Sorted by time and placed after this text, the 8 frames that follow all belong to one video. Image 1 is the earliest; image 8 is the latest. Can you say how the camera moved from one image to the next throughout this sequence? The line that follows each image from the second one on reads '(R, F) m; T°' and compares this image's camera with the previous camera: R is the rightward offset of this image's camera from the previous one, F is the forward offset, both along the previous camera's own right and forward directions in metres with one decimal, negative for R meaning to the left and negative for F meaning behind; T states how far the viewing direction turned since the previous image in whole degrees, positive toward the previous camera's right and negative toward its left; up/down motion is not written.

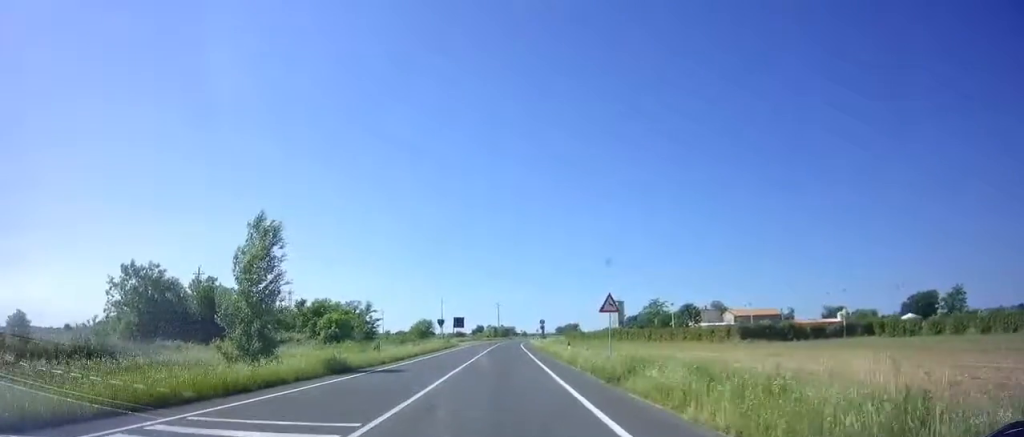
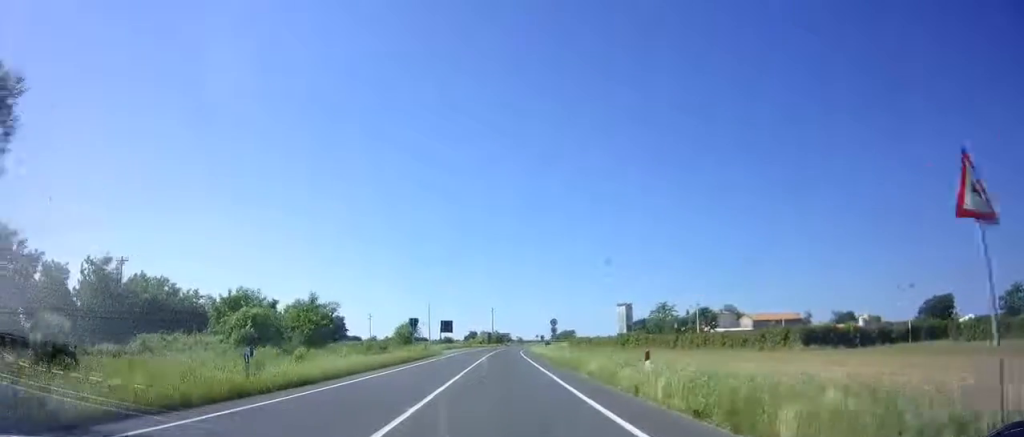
(0.0, +16.7) m; +1°
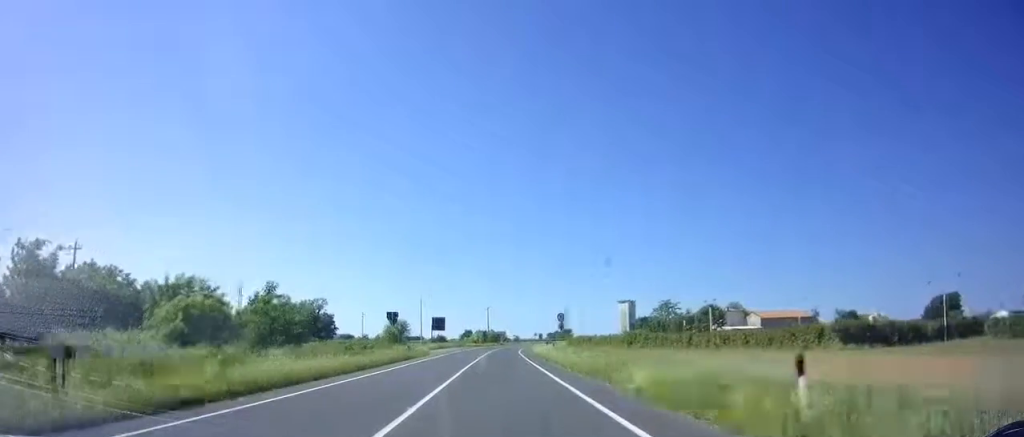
(0.0, +7.3) m; 0°
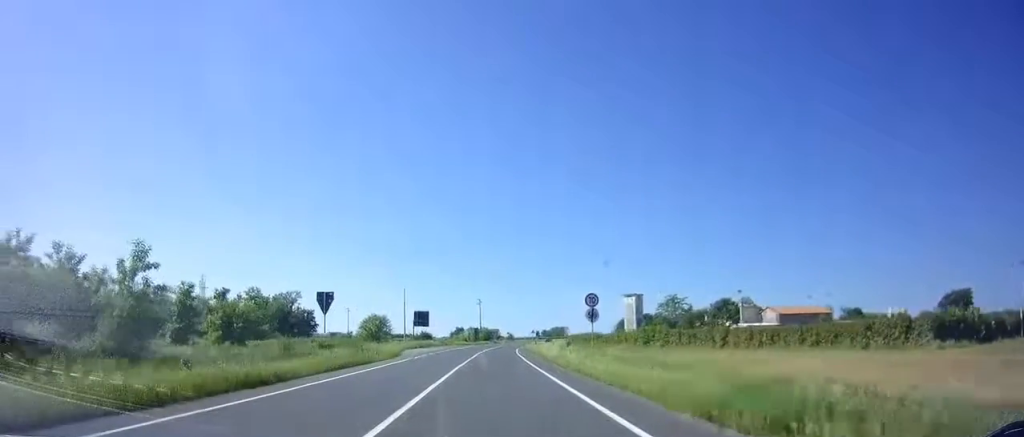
(+0.2, +12.9) m; +1°
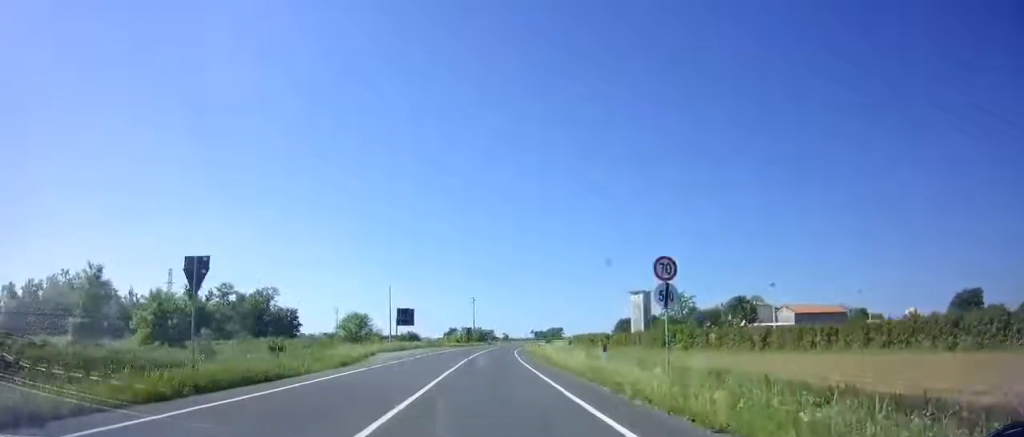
(0.0, +10.3) m; 0°
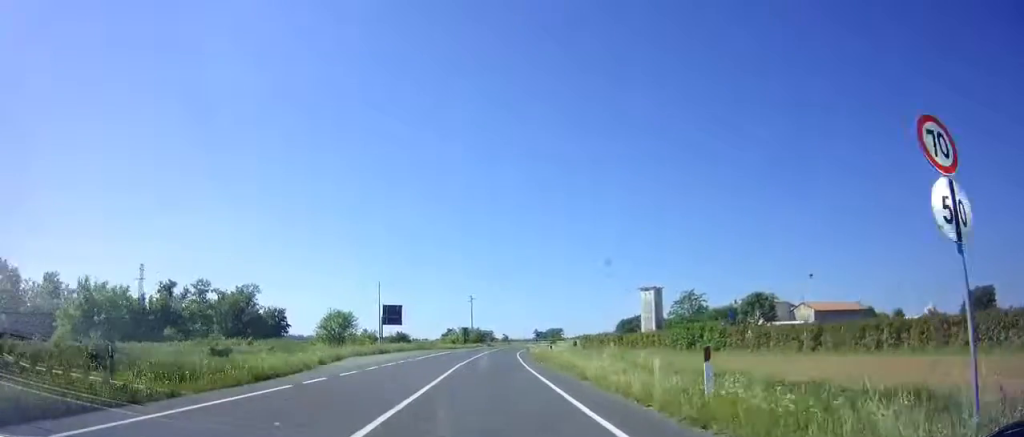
(0.0, +9.2) m; 0°
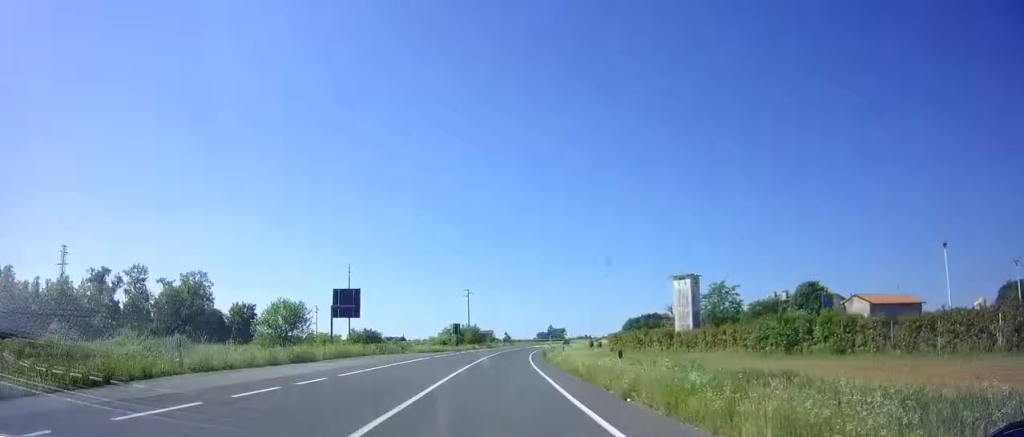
(+0.1, +19.7) m; +1°
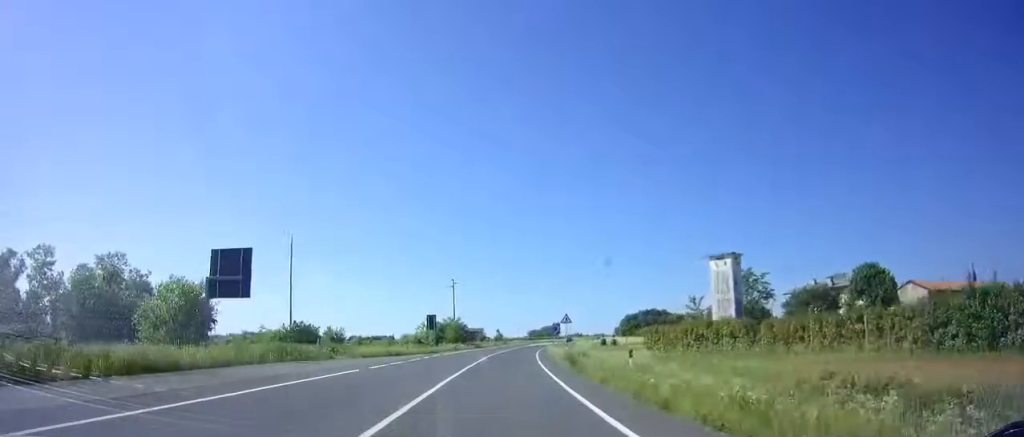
(+0.3, +18.4) m; +2°
